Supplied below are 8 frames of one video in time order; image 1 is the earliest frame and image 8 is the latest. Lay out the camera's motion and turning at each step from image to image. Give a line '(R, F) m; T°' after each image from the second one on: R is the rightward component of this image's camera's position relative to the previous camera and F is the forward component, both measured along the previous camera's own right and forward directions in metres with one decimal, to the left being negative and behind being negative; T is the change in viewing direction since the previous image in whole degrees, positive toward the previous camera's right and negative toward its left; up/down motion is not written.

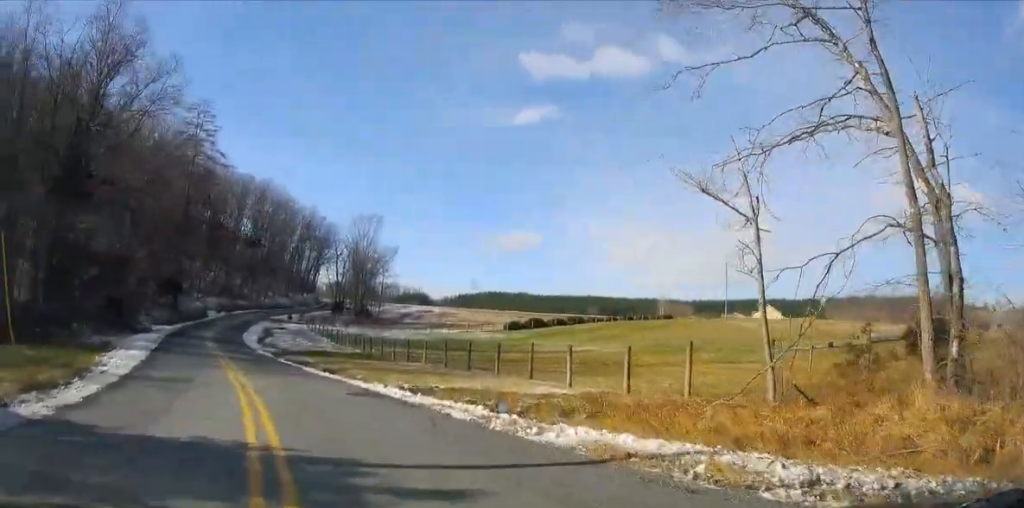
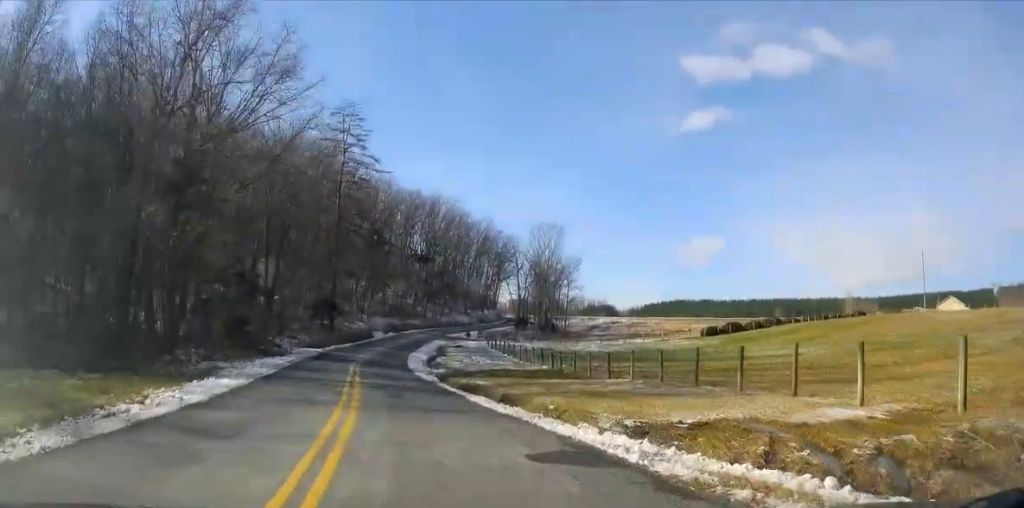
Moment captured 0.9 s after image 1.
(-0.1, +6.4) m; -11°
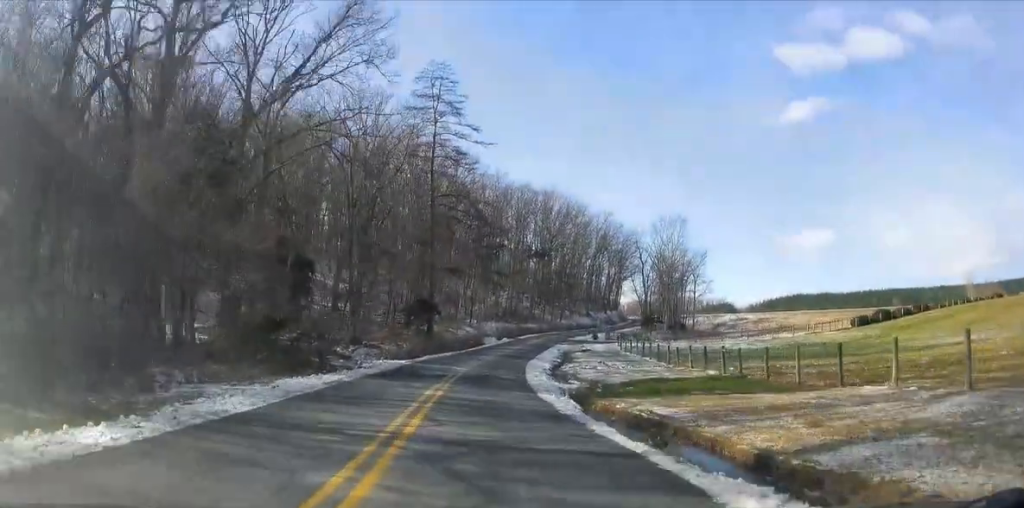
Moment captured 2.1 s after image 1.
(-1.7, +10.9) m; -9°
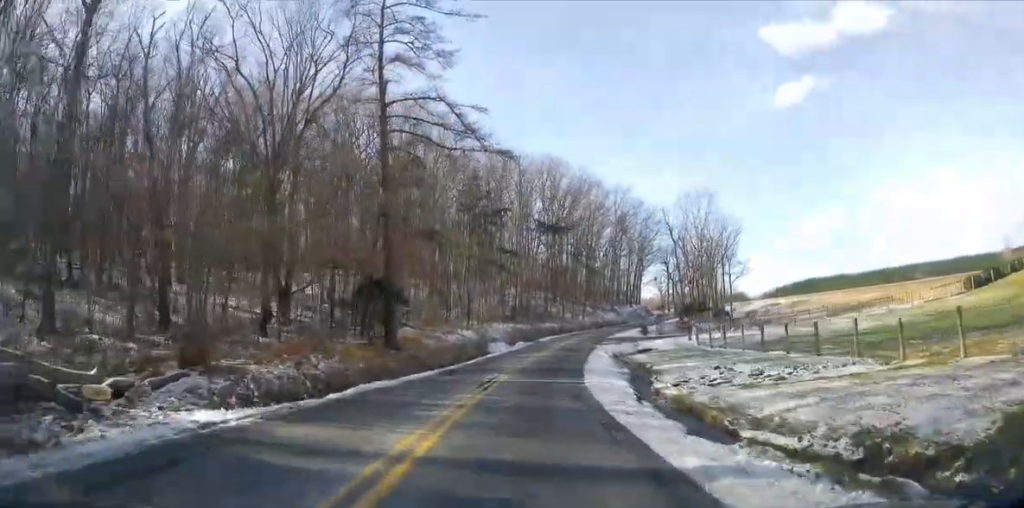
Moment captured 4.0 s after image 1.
(-1.5, +22.2) m; -6°
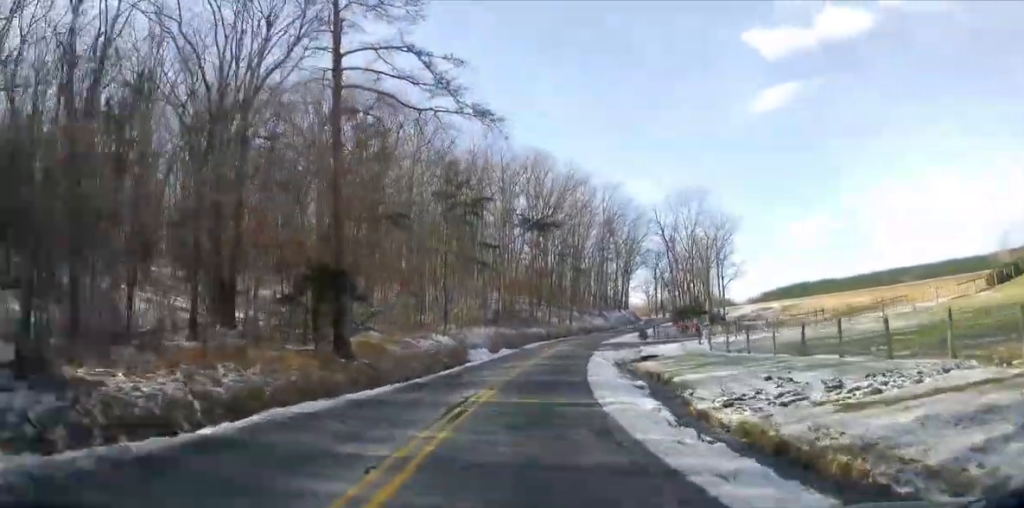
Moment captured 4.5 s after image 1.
(-0.7, +6.0) m; +5°
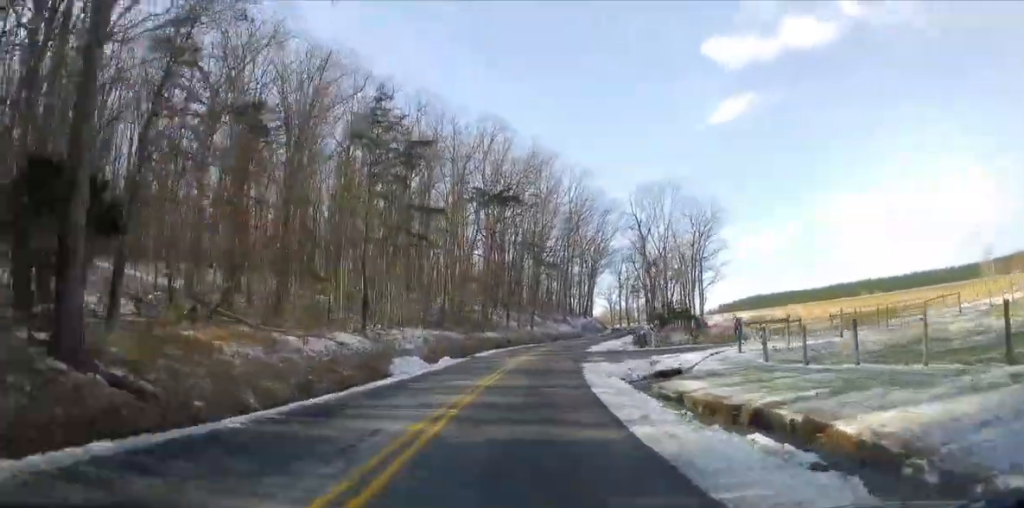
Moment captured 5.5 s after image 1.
(+2.0, +13.1) m; +11°
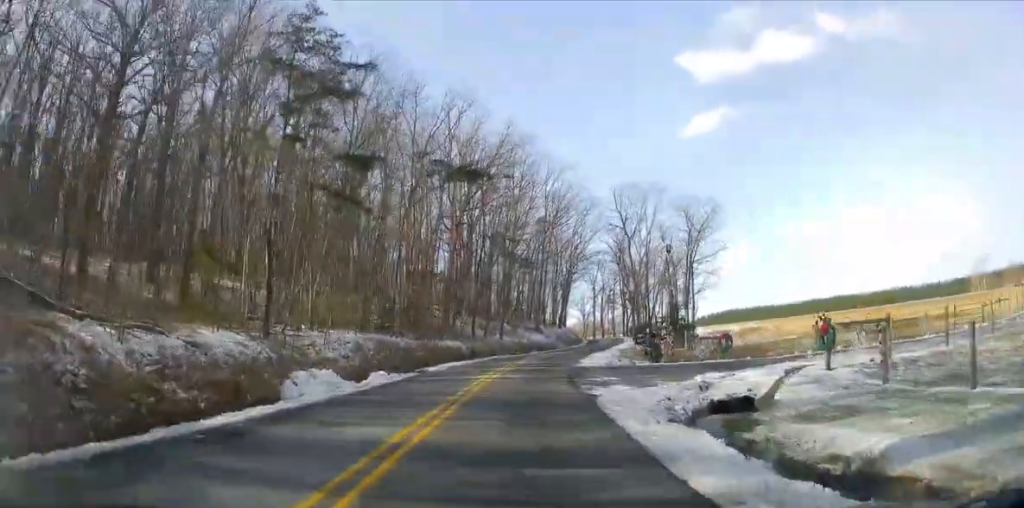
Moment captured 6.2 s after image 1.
(+0.5, +9.9) m; +2°
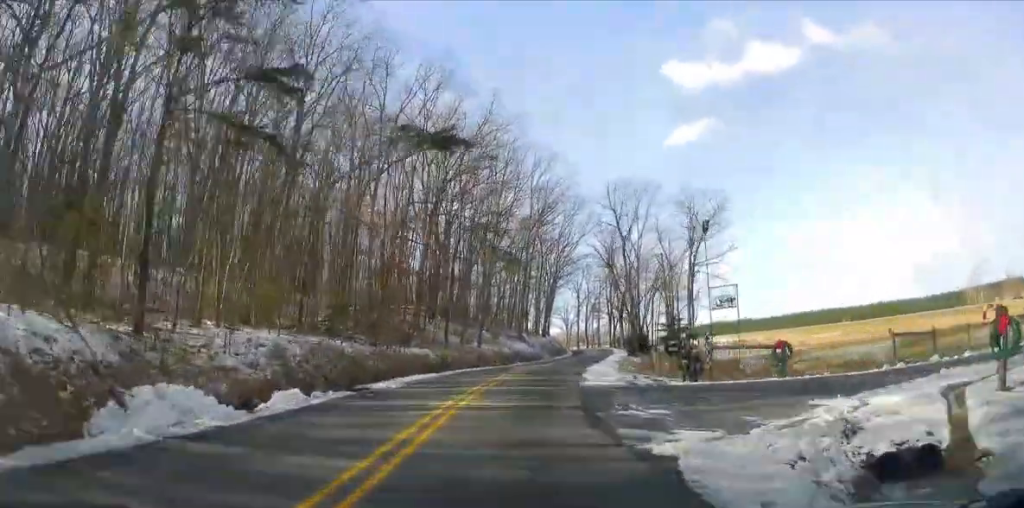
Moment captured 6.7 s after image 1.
(-0.2, +7.6) m; -1°
